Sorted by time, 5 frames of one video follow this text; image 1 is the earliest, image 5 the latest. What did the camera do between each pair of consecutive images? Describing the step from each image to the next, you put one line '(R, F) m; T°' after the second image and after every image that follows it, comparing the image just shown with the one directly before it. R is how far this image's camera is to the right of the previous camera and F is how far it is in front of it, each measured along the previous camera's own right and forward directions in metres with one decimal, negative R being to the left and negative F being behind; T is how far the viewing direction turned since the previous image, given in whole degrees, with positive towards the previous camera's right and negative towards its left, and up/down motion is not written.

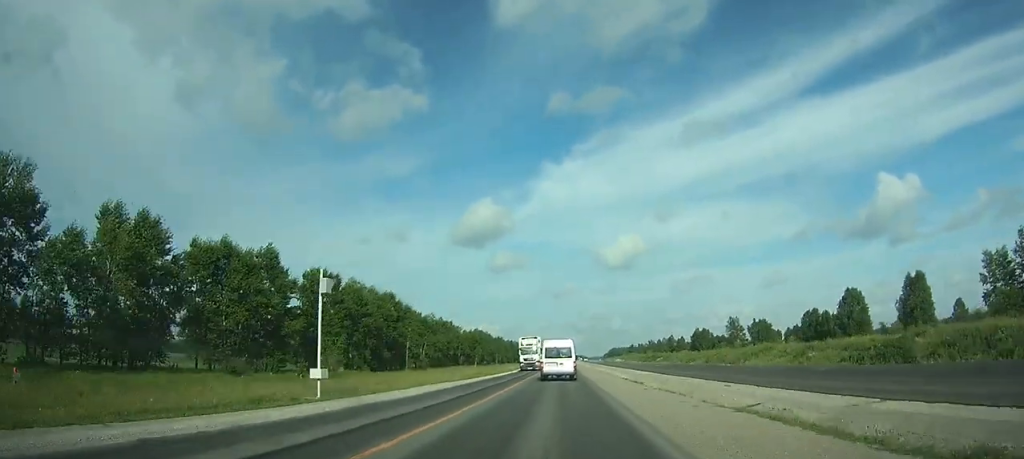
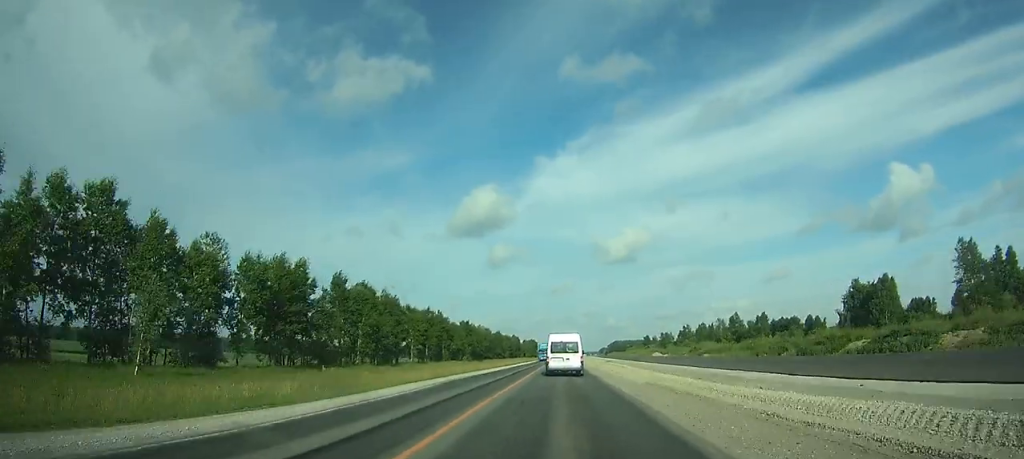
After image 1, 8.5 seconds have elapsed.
(+0.8, +157.7) m; +1°
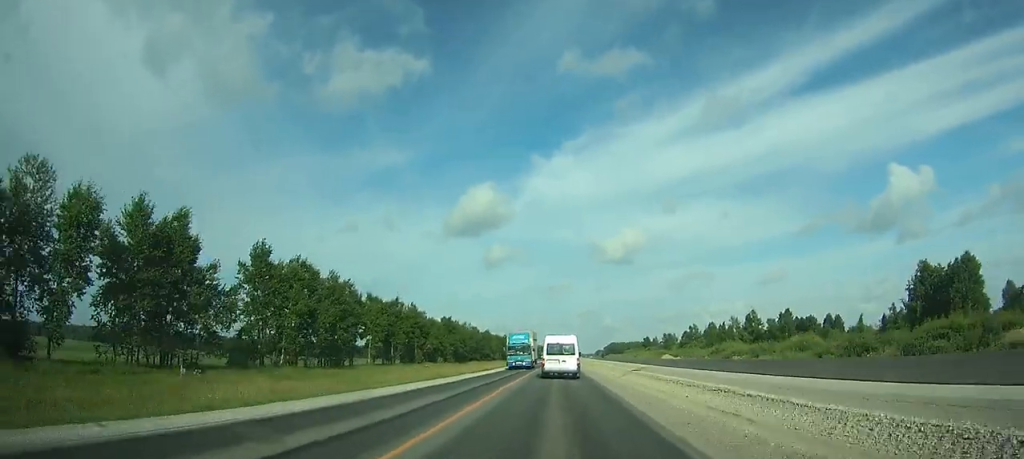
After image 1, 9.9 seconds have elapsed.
(0.0, +25.6) m; 0°
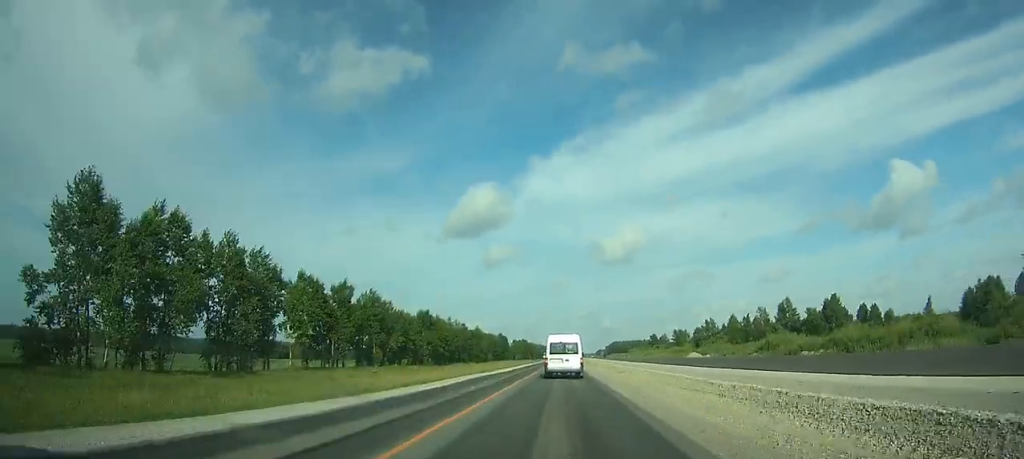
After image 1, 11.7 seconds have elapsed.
(0.0, +32.6) m; 0°
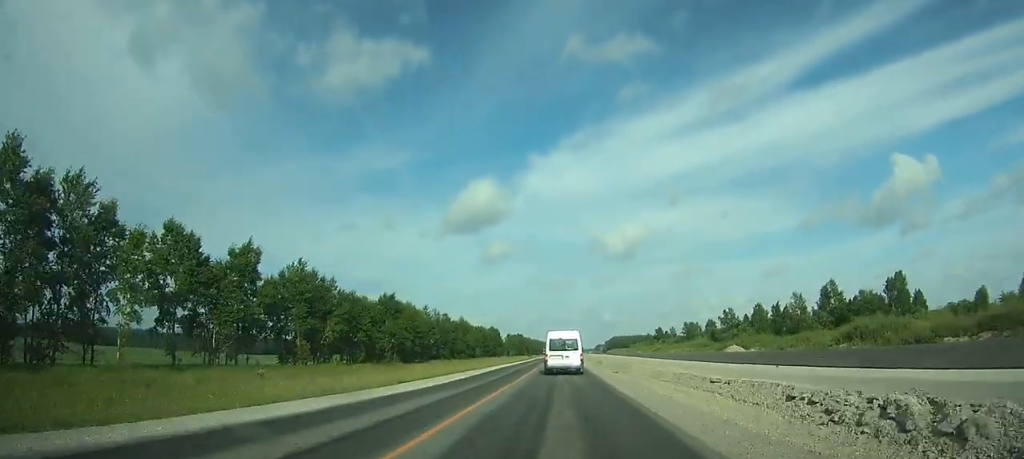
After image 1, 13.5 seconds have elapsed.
(0.0, +33.8) m; 0°
